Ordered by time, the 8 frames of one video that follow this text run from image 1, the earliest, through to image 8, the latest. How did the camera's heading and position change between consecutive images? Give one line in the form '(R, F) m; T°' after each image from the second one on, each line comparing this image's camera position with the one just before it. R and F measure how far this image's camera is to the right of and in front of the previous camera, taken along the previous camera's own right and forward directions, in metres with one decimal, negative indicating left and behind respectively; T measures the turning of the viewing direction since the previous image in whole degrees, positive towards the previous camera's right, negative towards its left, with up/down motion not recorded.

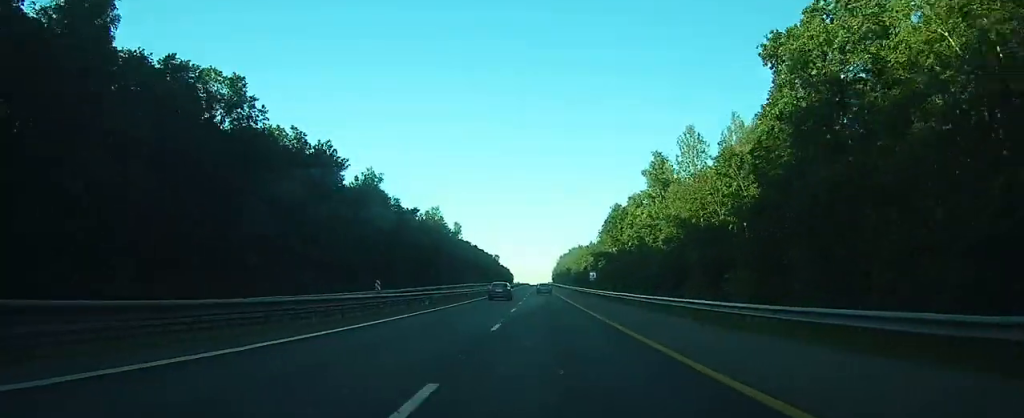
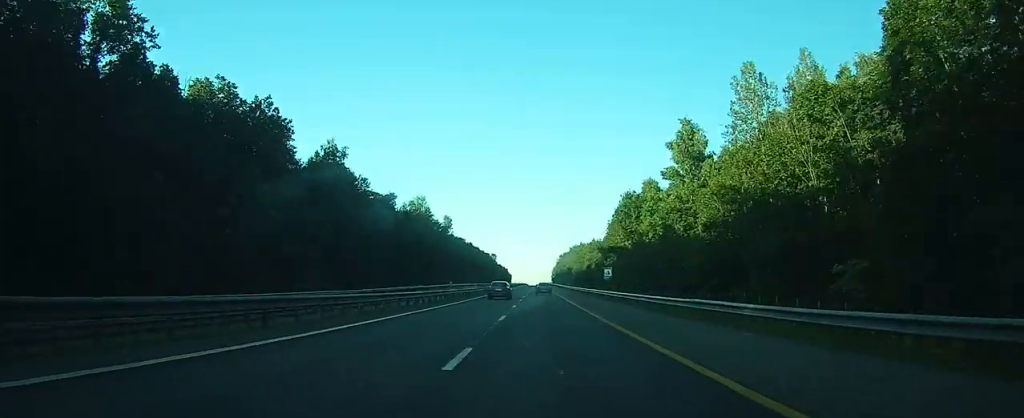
(0.0, +20.0) m; 0°
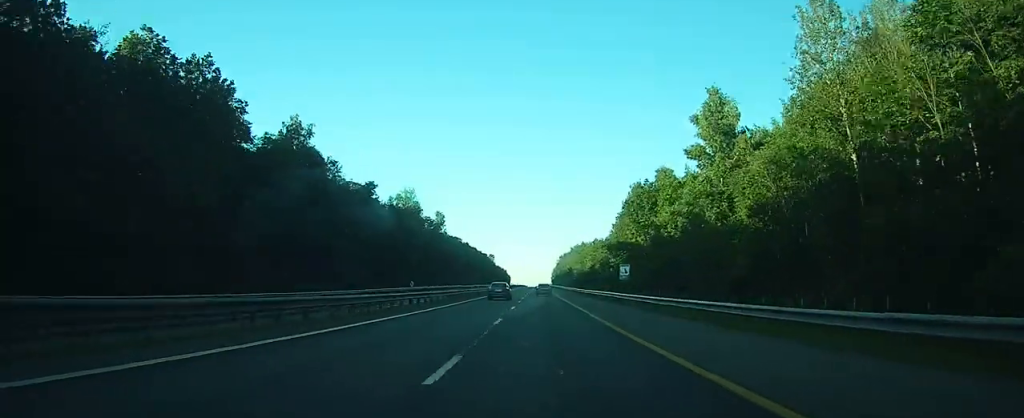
(0.0, +13.3) m; 0°
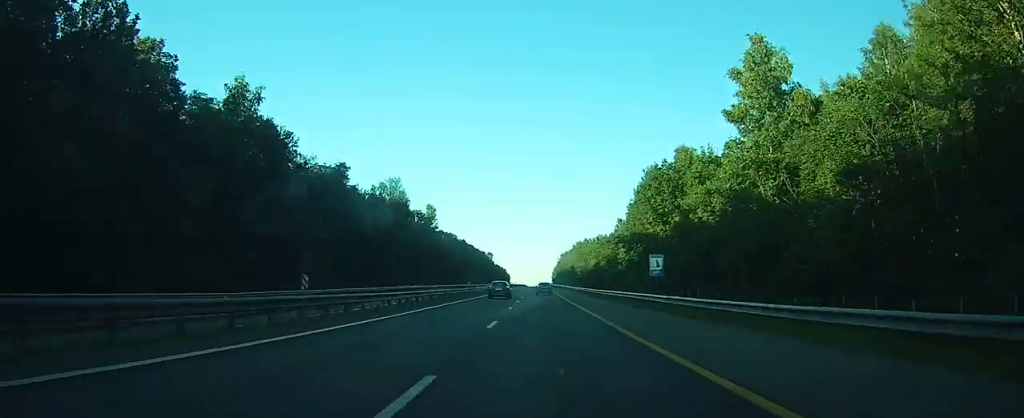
(0.0, +14.5) m; 0°
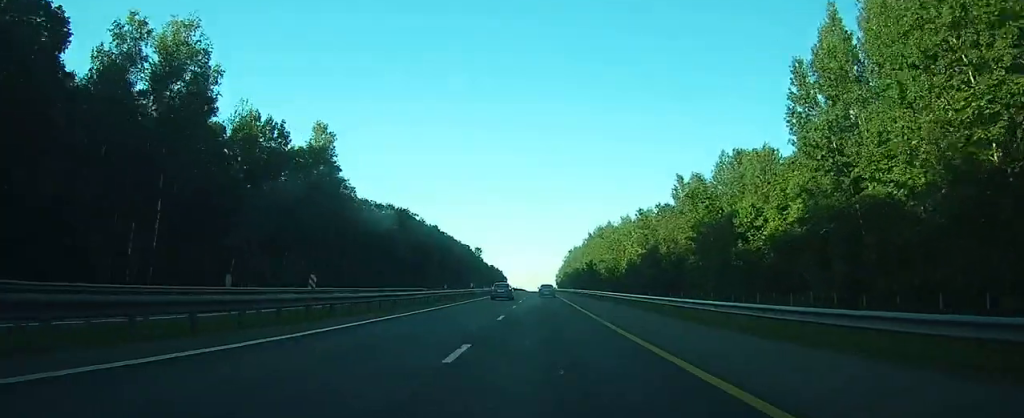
(+0.4, +79.9) m; 0°
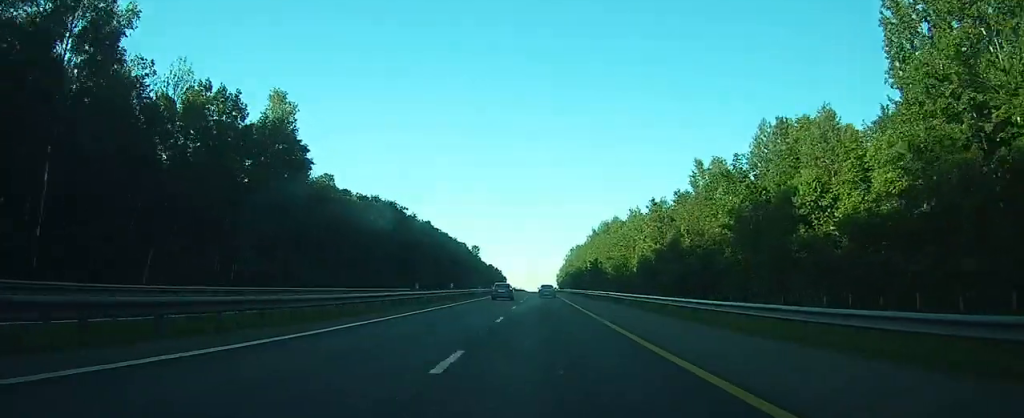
(0.0, +13.3) m; 0°
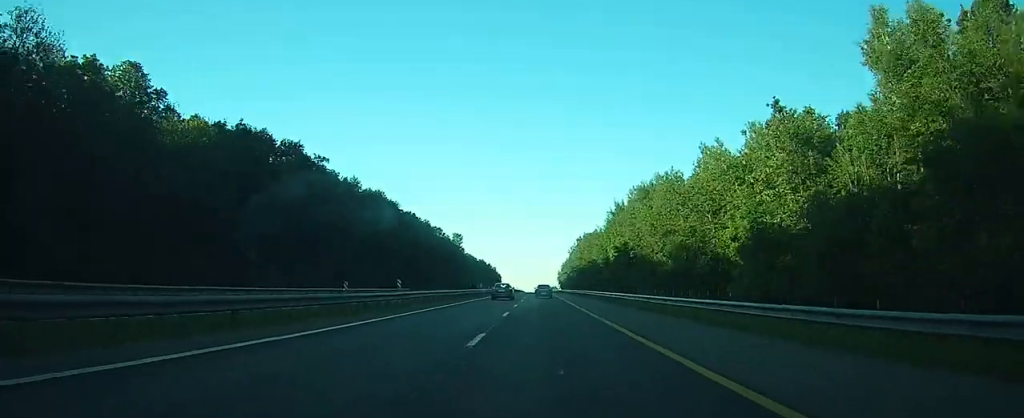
(-0.1, +56.2) m; 0°
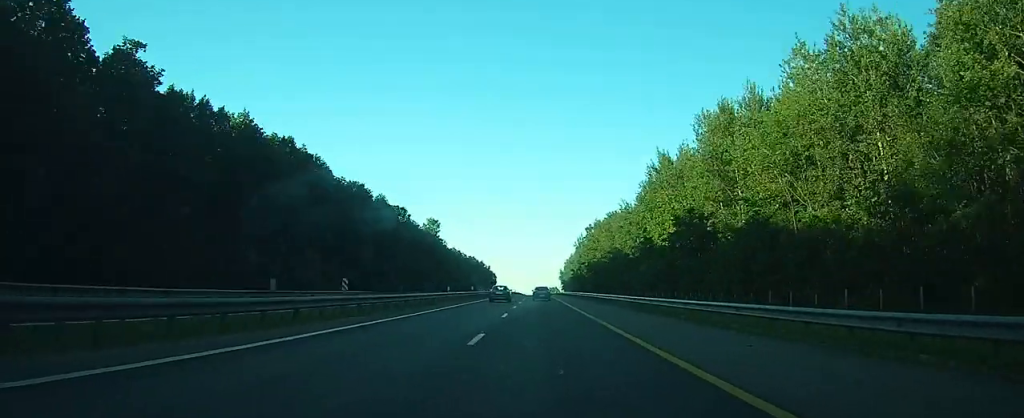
(0.0, +47.3) m; 0°
